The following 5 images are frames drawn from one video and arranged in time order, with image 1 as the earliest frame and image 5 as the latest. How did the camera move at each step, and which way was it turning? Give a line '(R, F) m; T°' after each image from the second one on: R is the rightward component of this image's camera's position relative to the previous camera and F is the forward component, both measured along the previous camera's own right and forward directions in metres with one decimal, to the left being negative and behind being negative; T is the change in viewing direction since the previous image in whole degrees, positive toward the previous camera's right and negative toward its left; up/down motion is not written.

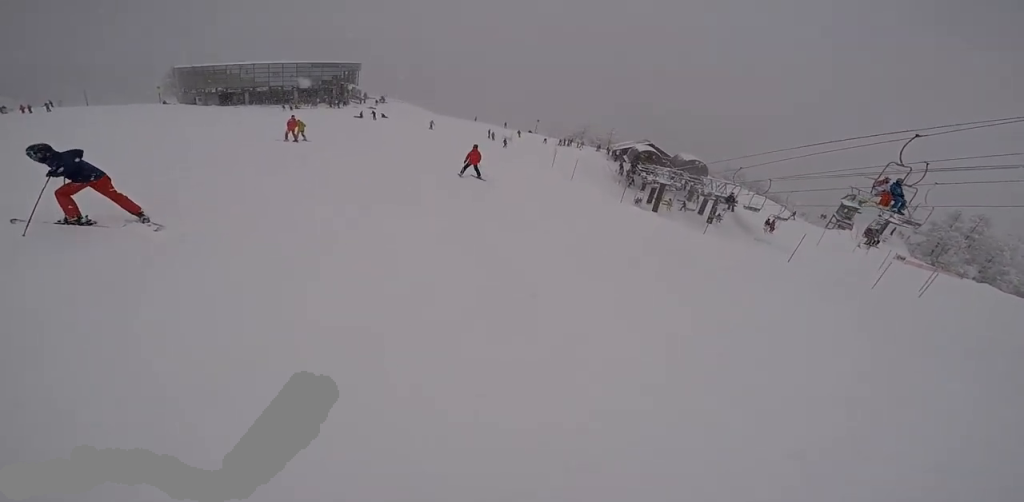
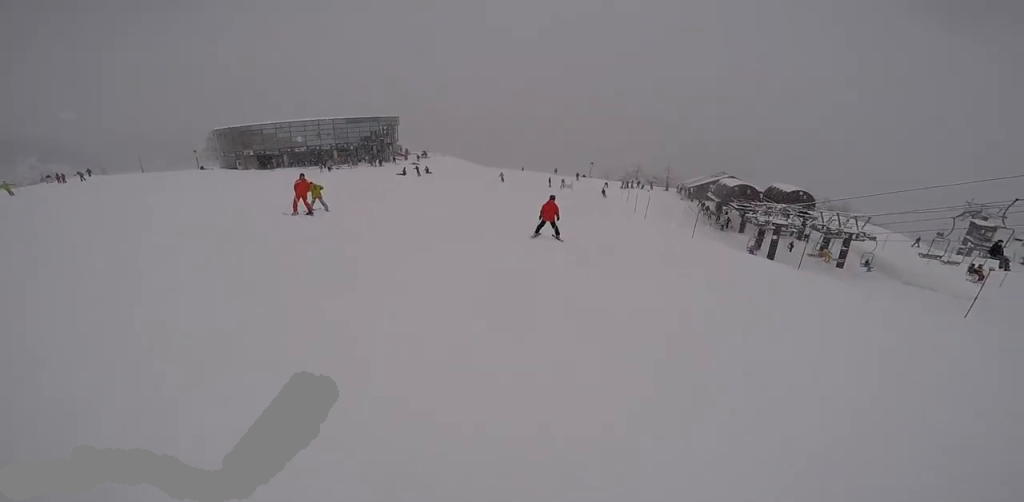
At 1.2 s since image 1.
(-2.5, +8.7) m; -17°
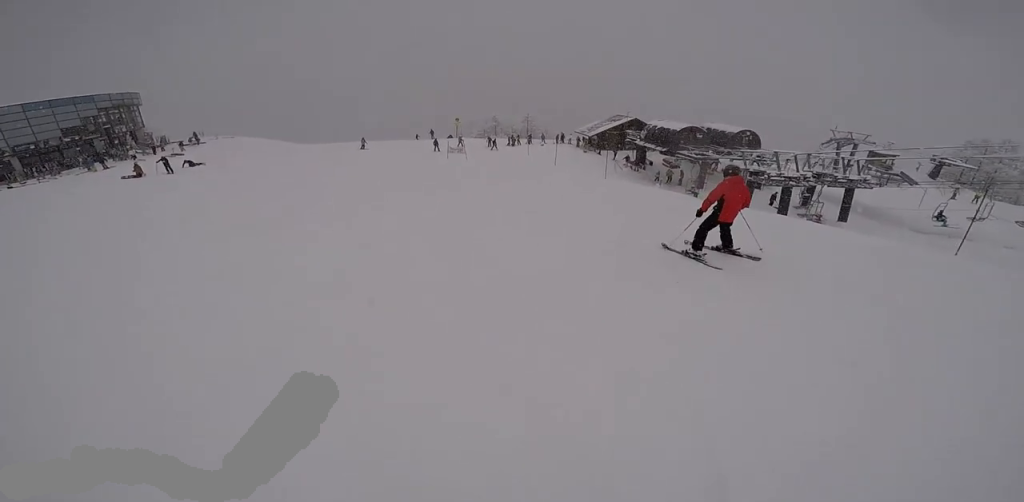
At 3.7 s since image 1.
(+4.7, +19.5) m; +30°
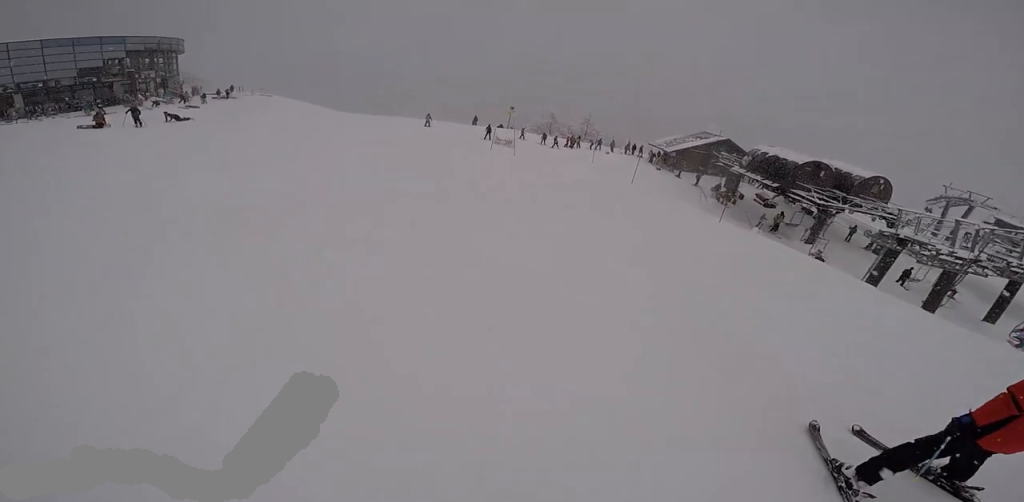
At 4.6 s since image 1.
(+0.1, +7.6) m; +1°
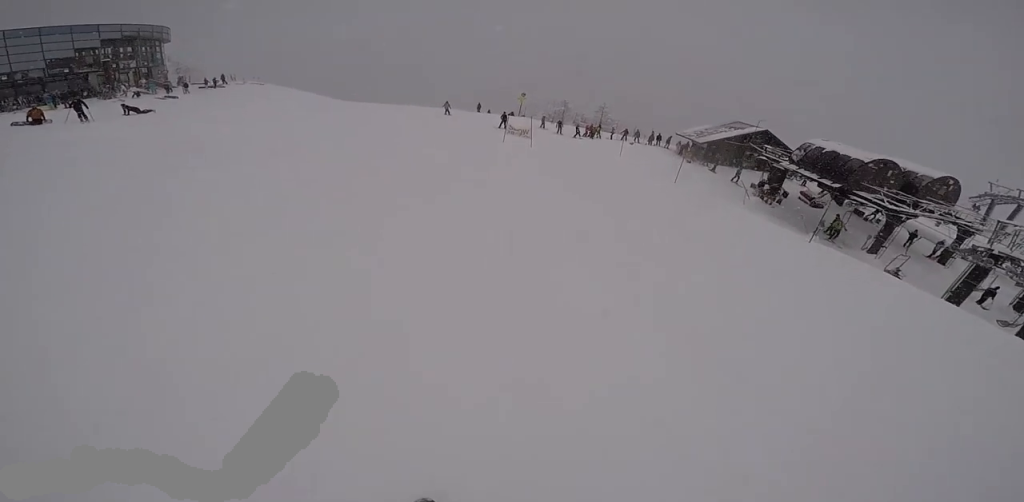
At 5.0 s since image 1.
(0.0, +3.8) m; 0°
